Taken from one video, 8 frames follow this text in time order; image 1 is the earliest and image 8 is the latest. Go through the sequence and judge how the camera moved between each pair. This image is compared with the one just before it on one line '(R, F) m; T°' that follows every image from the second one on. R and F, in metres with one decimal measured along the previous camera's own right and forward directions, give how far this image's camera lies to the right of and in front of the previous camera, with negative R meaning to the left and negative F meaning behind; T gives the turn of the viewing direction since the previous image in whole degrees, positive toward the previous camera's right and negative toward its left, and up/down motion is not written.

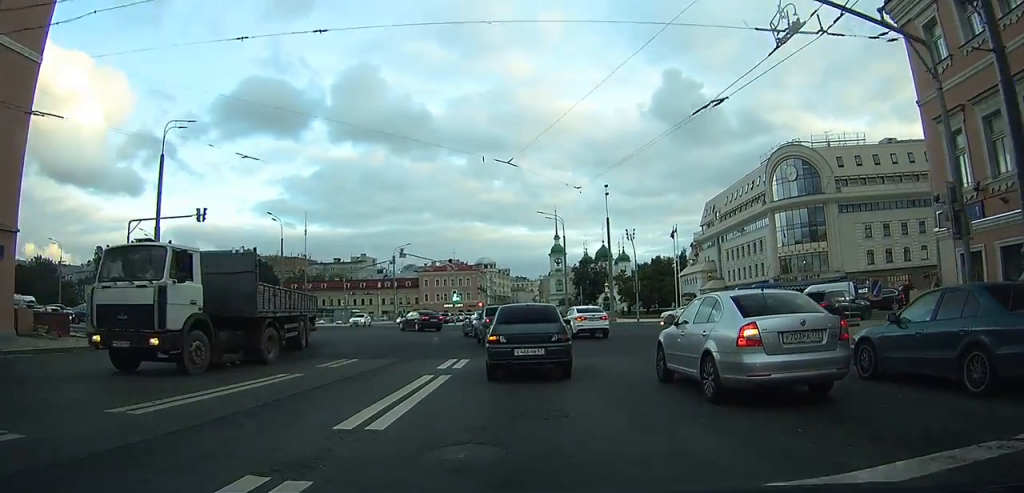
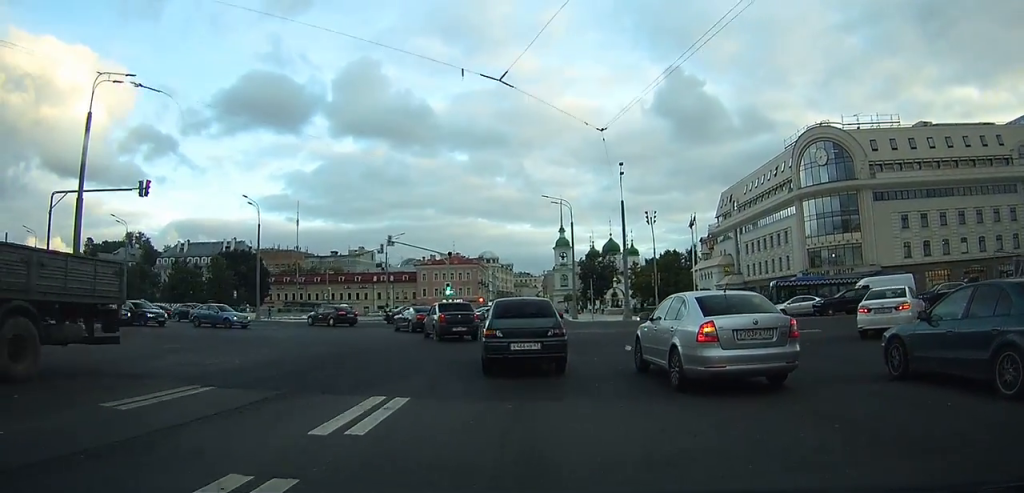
(0.0, +9.2) m; 0°
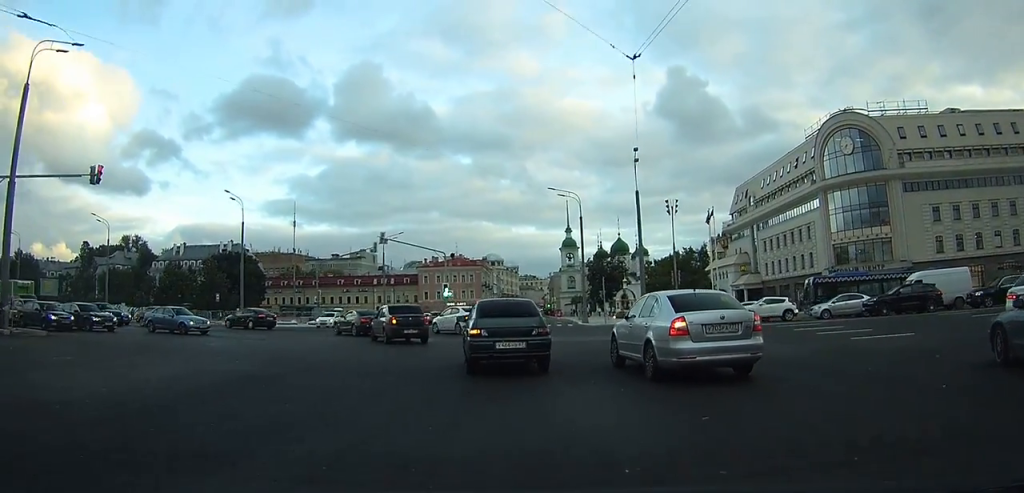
(0.0, +6.3) m; -1°
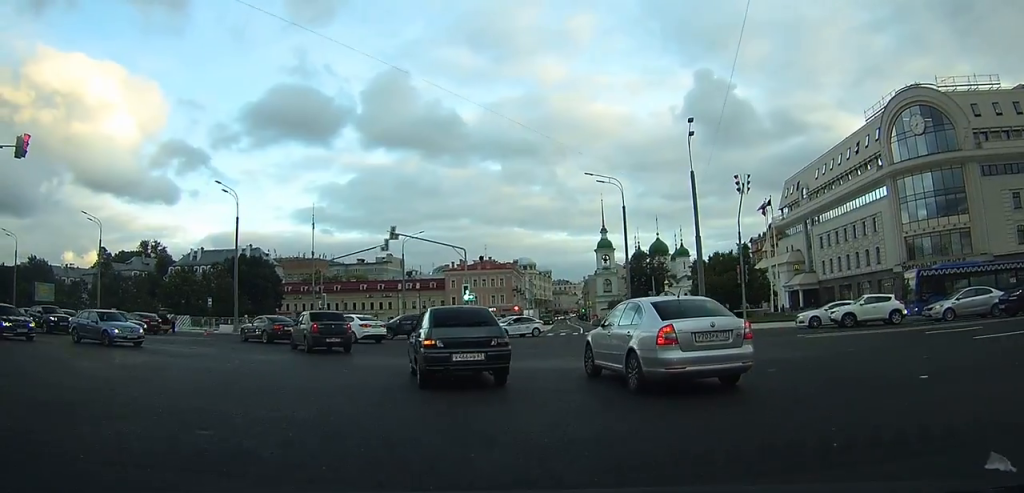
(-0.2, +9.0) m; -3°
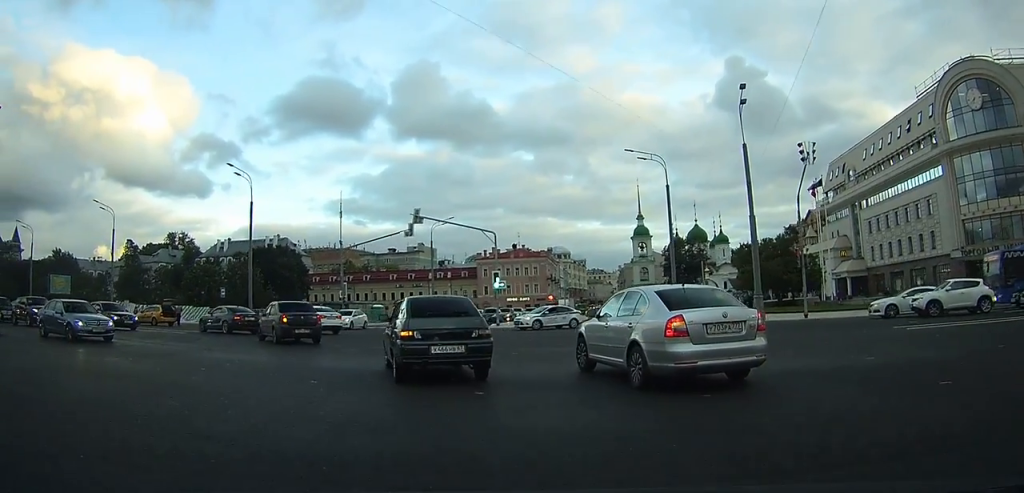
(-0.1, +4.3) m; -2°
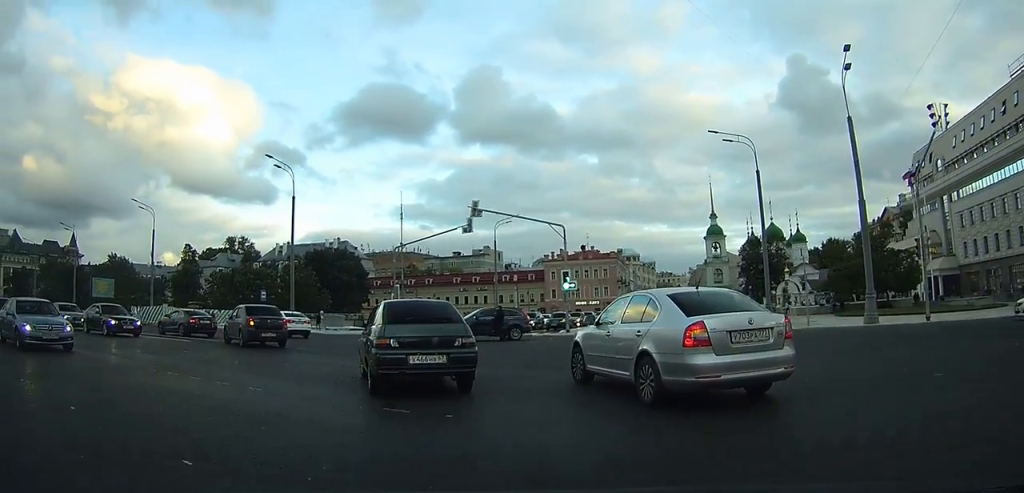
(0.0, +6.0) m; -4°
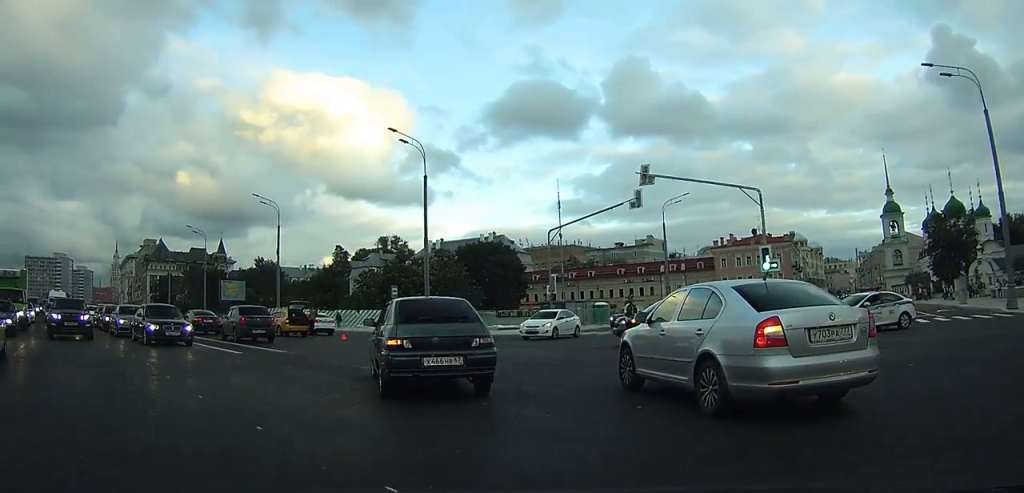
(-1.3, +9.5) m; -17°
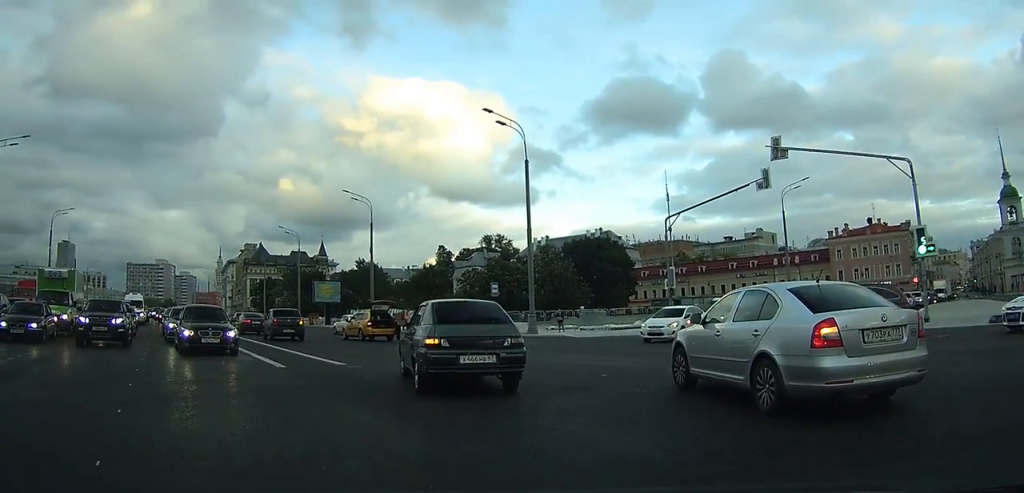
(-0.5, +5.2) m; -10°
